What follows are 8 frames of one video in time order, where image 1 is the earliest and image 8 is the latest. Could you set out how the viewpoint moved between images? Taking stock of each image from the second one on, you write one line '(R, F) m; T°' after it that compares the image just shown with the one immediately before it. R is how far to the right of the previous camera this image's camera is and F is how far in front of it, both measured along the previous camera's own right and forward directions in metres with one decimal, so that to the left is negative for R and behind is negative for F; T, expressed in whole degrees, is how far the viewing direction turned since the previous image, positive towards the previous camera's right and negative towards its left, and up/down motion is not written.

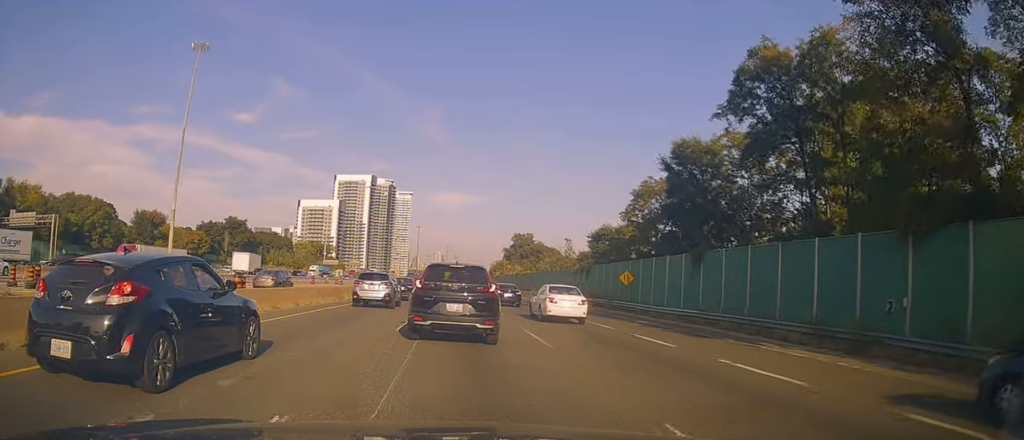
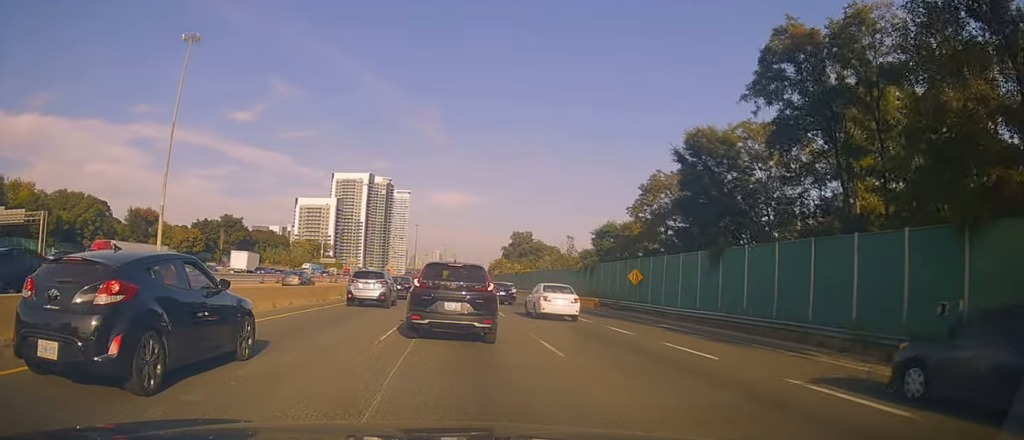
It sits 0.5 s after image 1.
(+0.1, +2.8) m; +2°
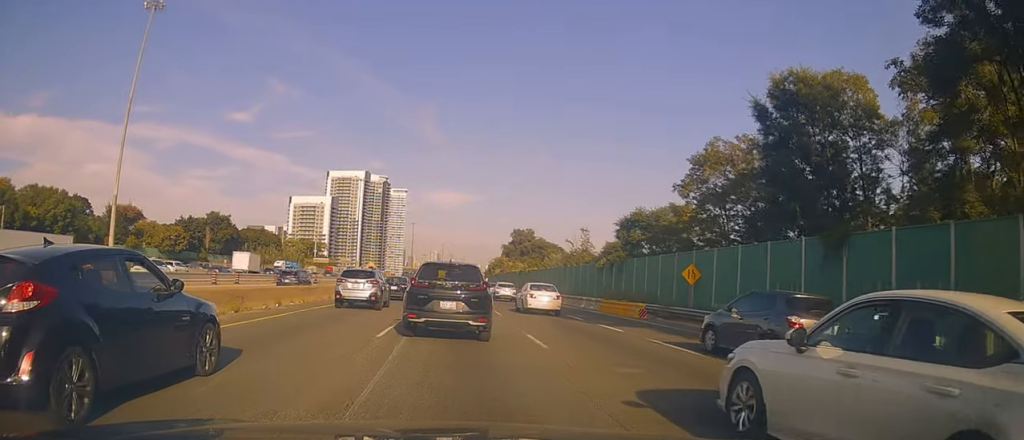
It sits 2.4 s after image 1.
(+0.1, +11.5) m; -2°
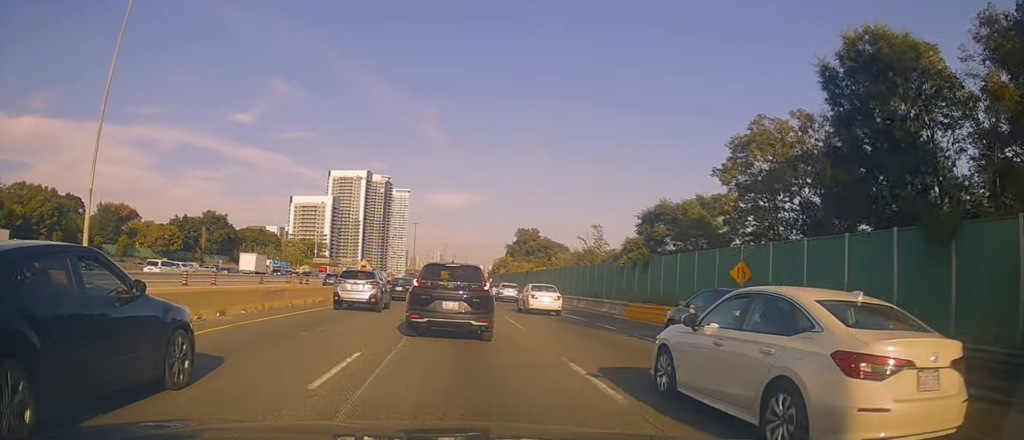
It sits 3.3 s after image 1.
(-0.2, +5.8) m; +2°
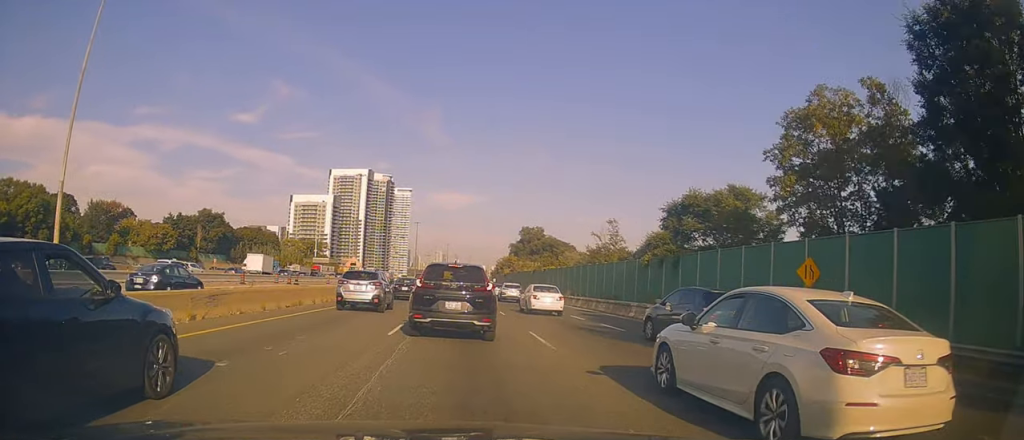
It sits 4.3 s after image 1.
(+0.3, +5.6) m; +4°
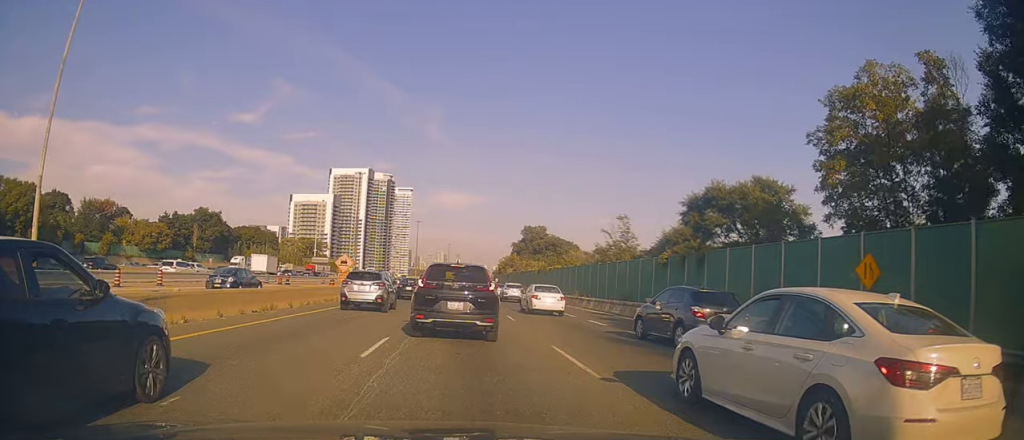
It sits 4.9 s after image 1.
(0.0, +3.6) m; 0°
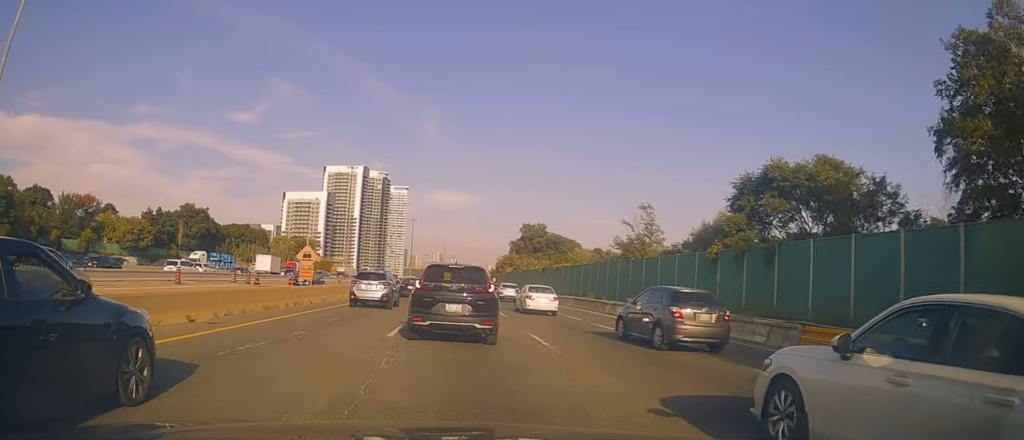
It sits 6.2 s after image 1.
(-0.3, +8.0) m; -6°
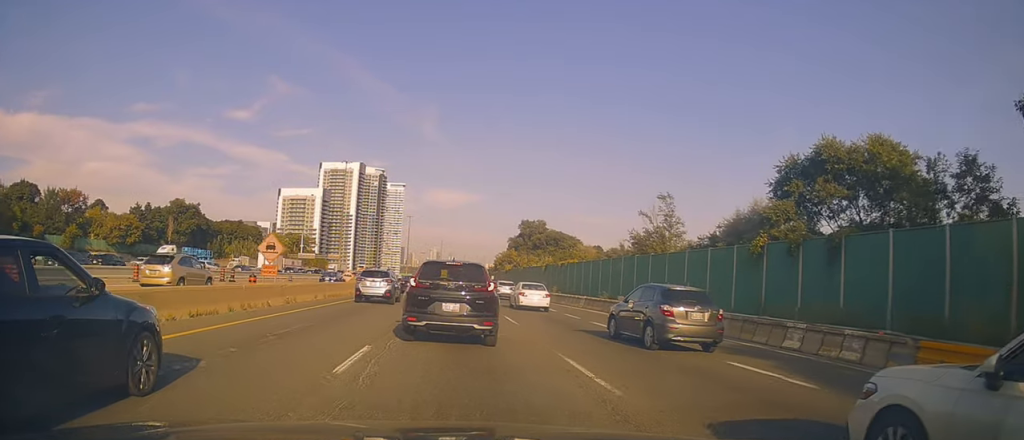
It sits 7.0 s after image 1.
(-0.2, +5.1) m; -4°
